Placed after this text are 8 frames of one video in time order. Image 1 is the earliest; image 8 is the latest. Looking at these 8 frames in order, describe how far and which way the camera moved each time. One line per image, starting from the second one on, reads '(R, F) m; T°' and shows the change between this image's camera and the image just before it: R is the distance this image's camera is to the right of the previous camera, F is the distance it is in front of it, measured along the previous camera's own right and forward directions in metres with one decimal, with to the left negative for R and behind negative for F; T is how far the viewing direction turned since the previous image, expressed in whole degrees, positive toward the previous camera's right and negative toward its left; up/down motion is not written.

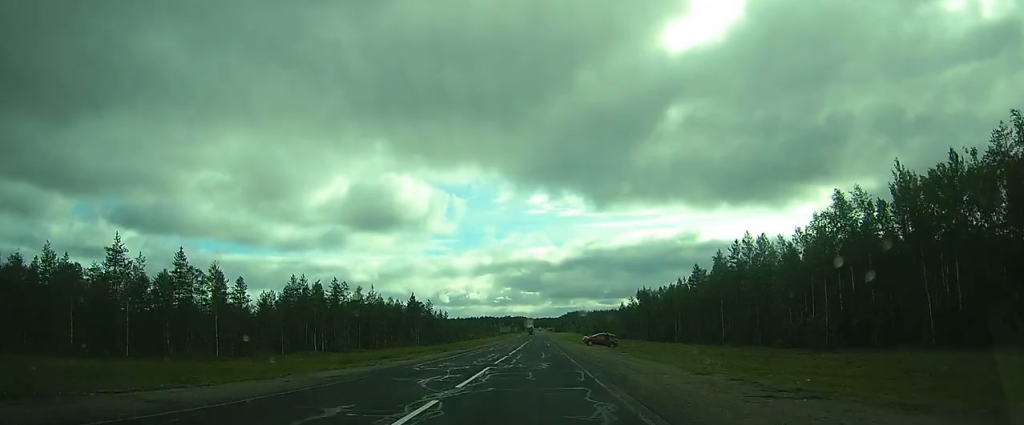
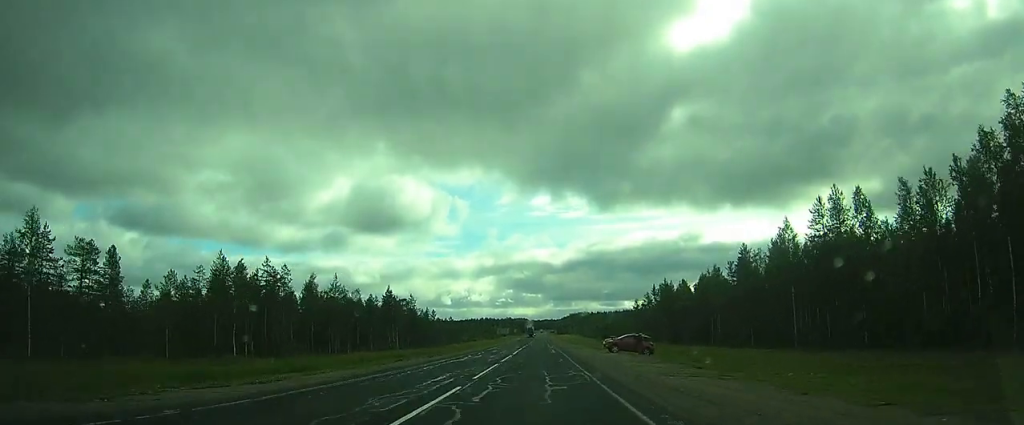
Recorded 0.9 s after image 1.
(+0.6, +25.5) m; +2°
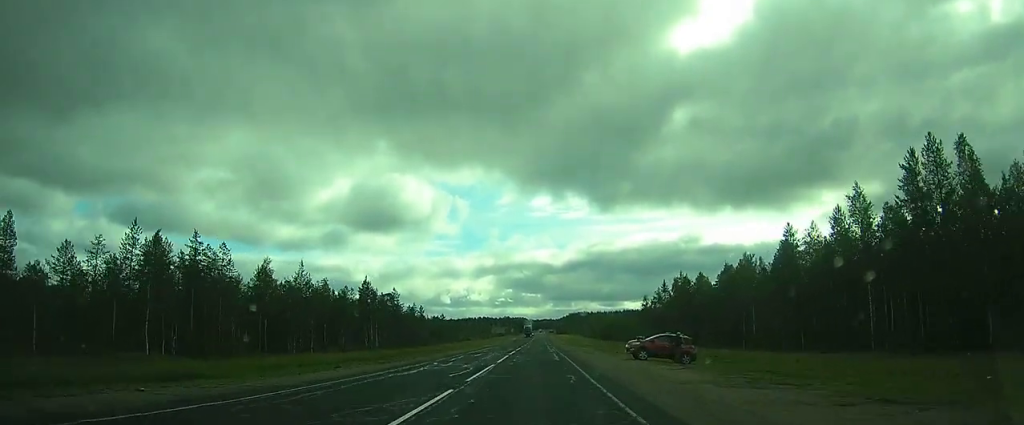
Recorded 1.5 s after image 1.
(+0.2, +15.5) m; +1°
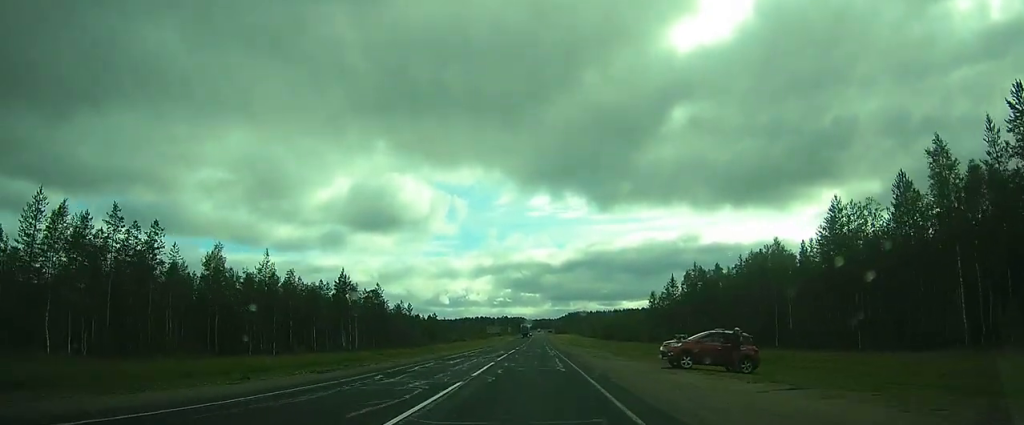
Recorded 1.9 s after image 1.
(+0.1, +11.5) m; 0°
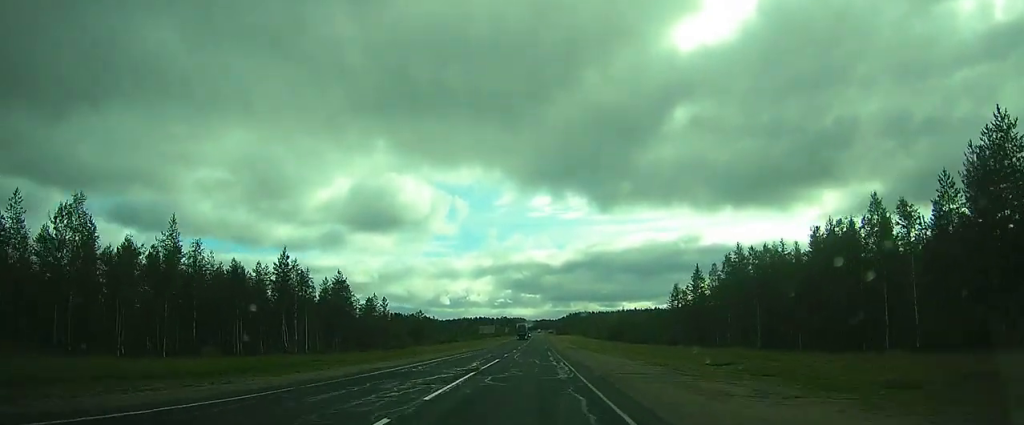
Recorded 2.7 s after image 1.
(+0.1, +21.6) m; 0°
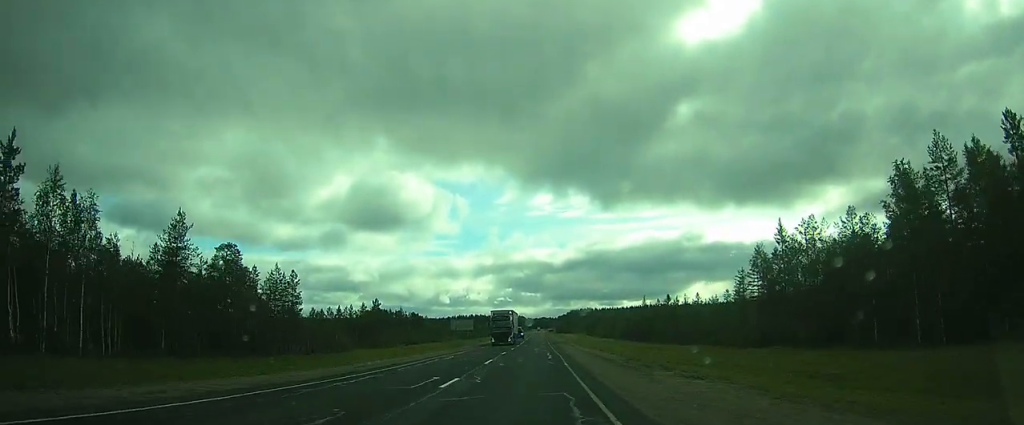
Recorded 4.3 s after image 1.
(+0.1, +40.2) m; 0°
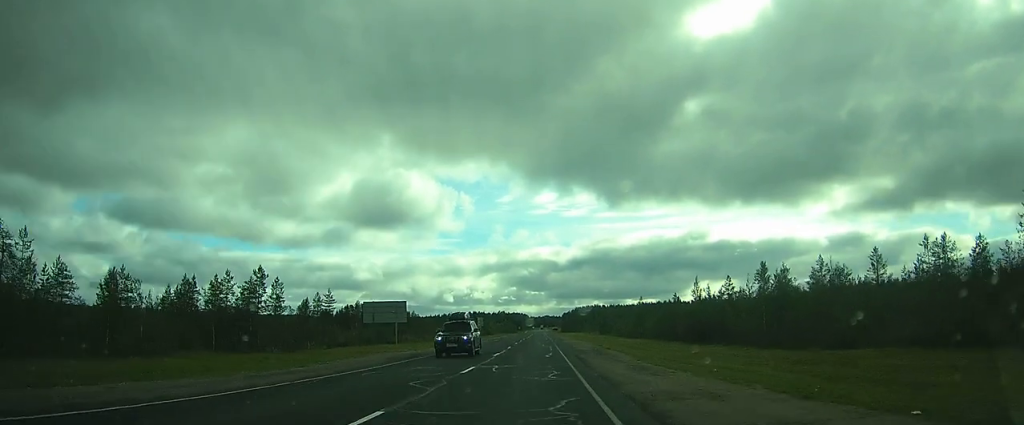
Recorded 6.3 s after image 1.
(+0.5, +47.8) m; 0°
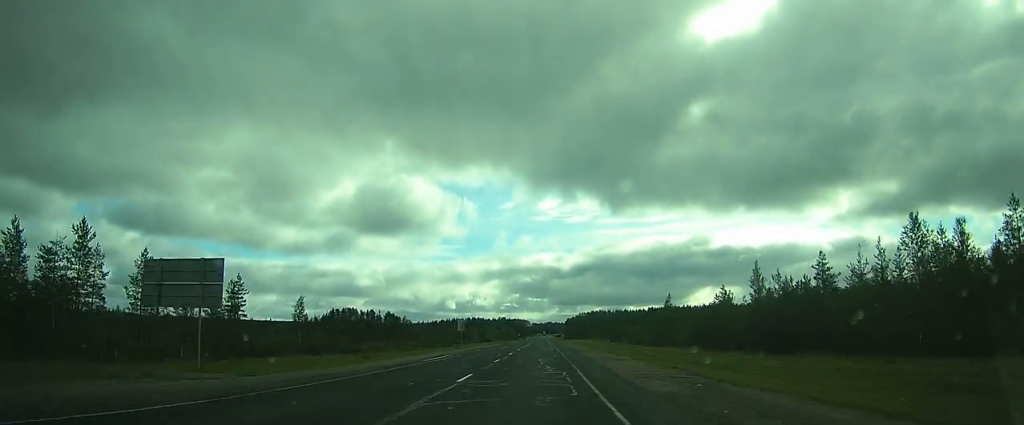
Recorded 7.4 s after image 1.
(-0.3, +28.2) m; -1°
